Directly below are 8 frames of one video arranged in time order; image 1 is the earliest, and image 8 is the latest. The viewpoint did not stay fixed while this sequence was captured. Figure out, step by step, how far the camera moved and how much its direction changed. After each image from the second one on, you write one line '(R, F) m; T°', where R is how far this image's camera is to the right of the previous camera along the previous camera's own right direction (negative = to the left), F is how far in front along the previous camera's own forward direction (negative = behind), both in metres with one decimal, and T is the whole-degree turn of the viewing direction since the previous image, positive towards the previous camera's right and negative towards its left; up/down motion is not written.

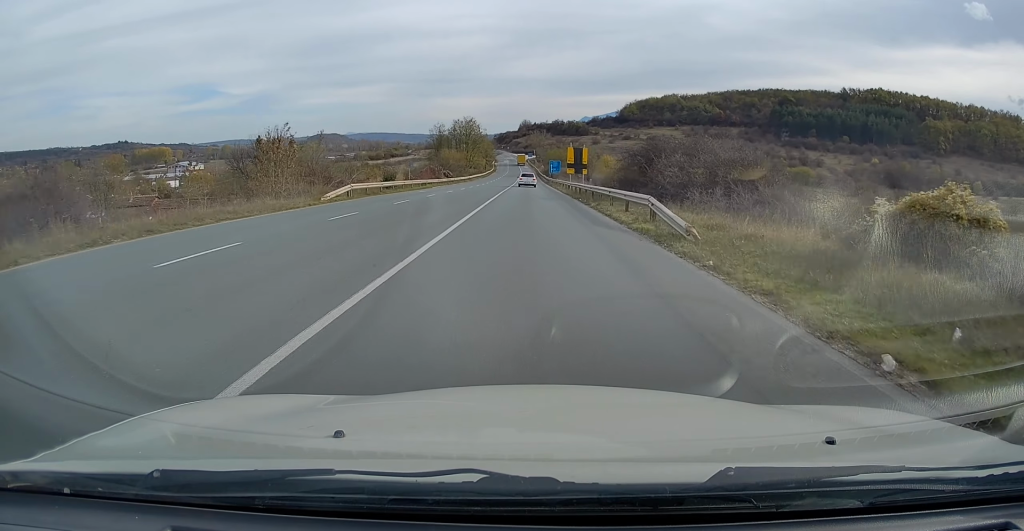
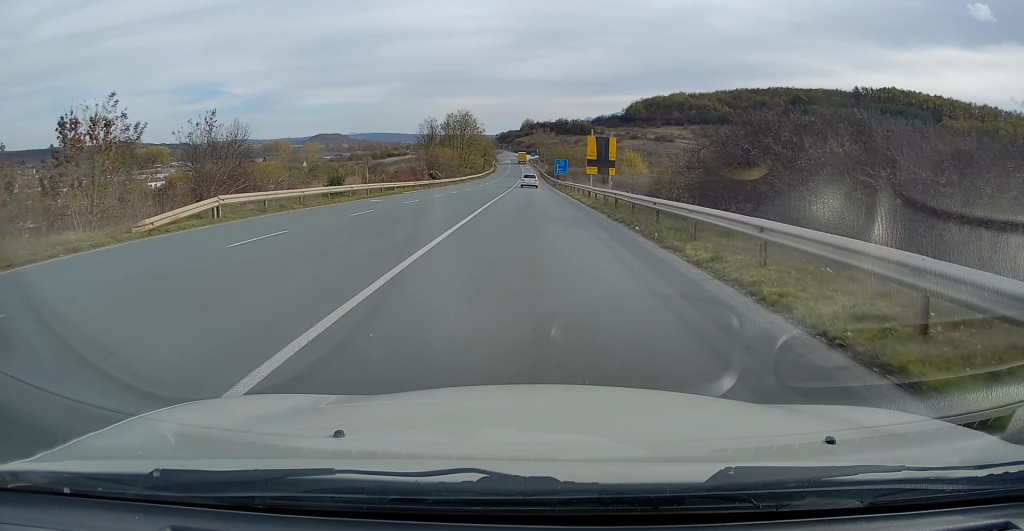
(0.0, +15.5) m; 0°
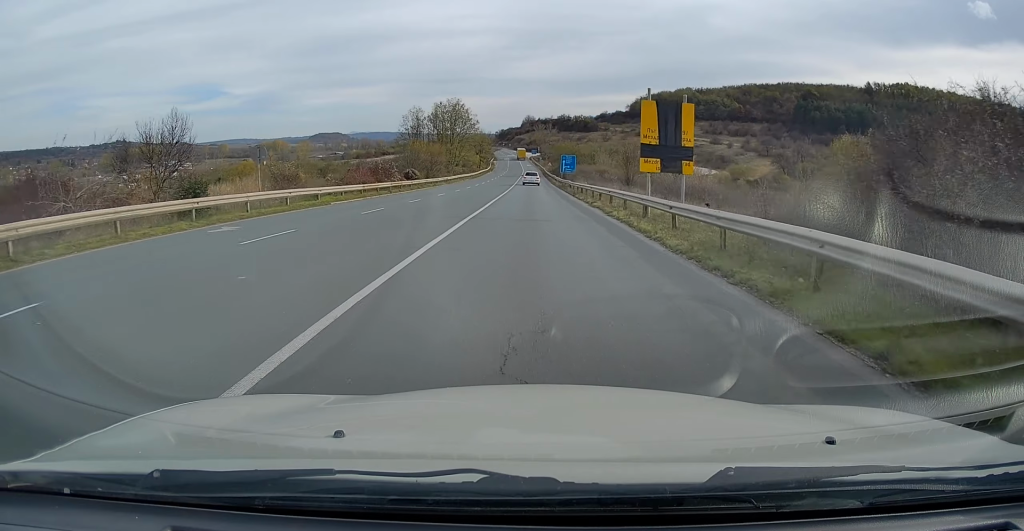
(0.0, +16.9) m; 0°
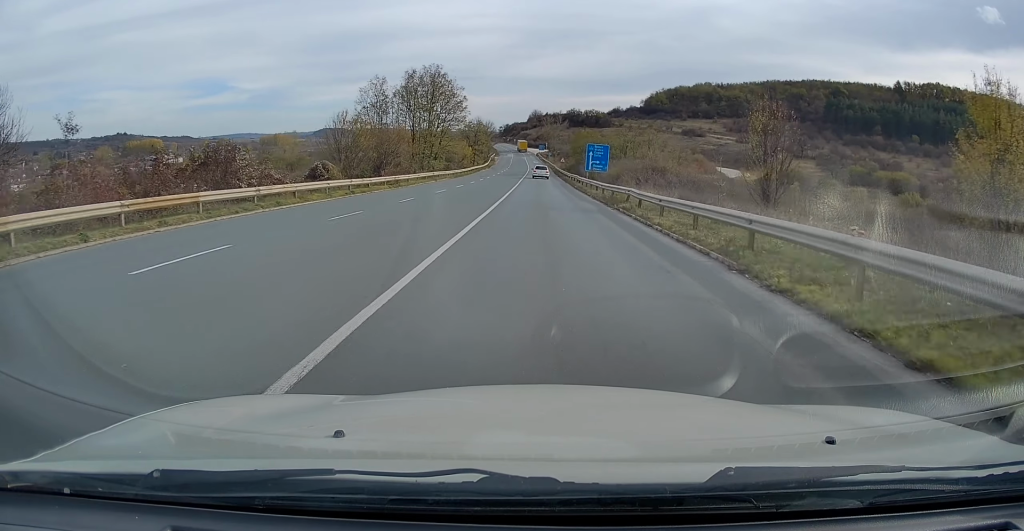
(-0.1, +30.8) m; 0°
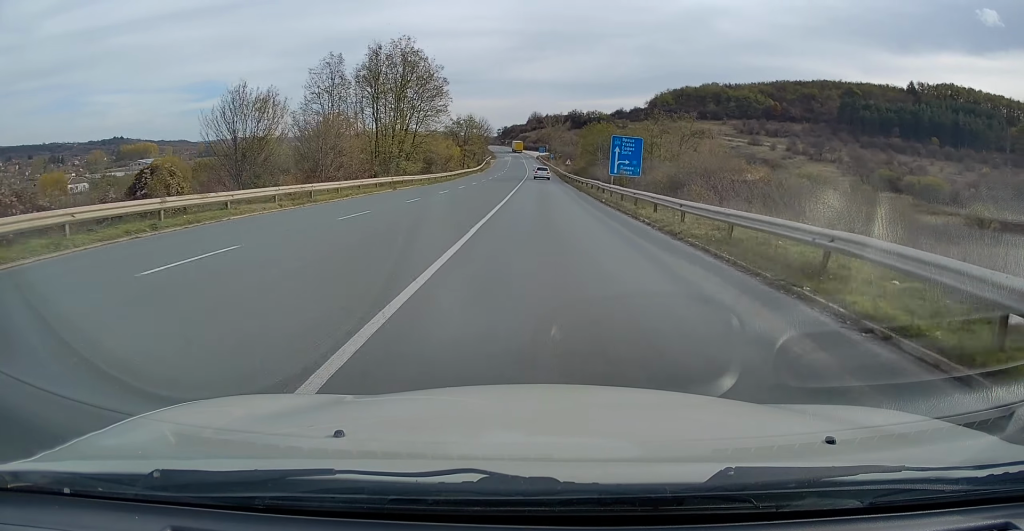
(0.0, +17.5) m; 0°
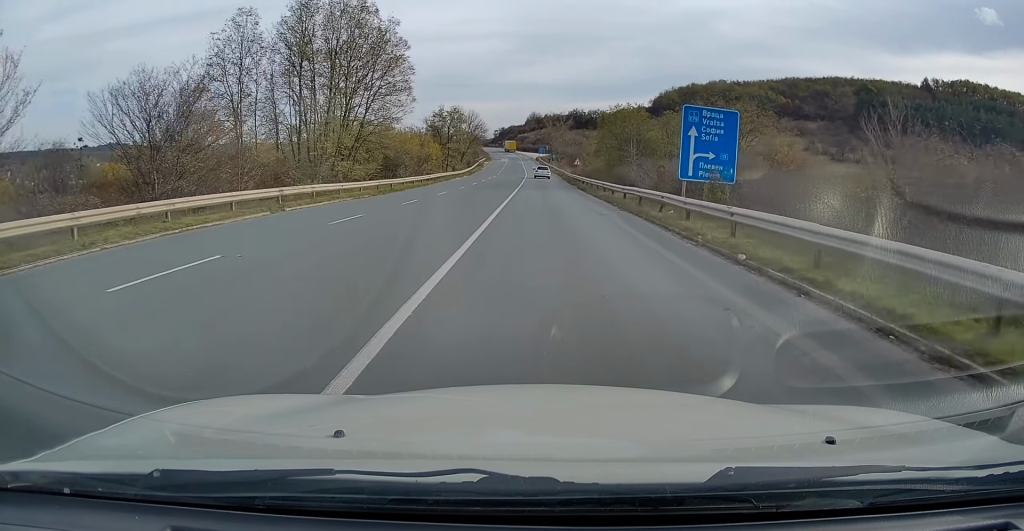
(-0.1, +18.9) m; 0°
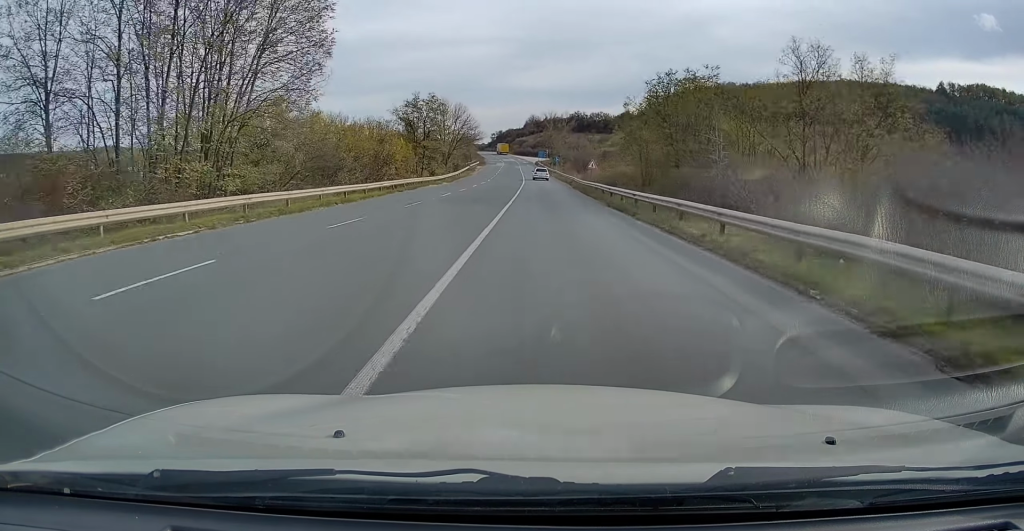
(-0.1, +18.1) m; 0°
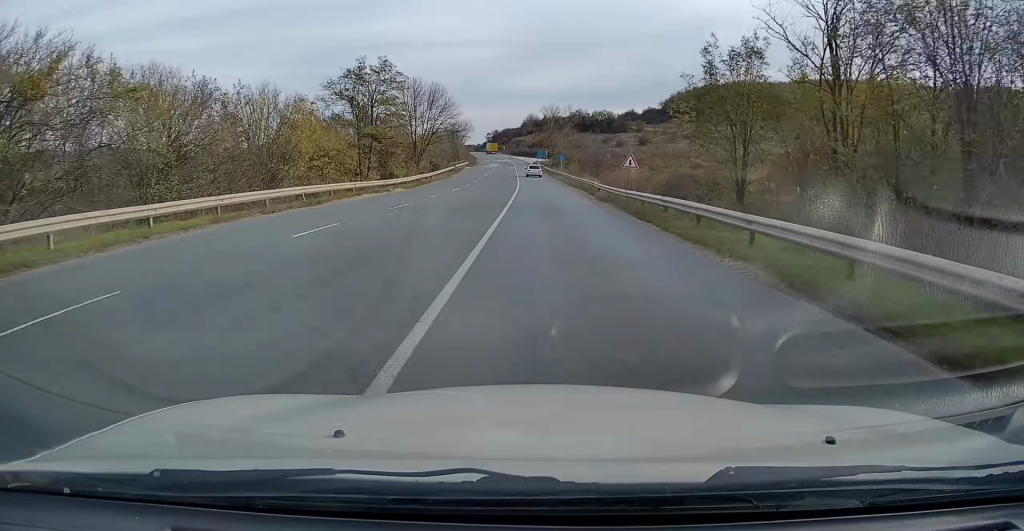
(+0.1, +20.8) m; +1°
